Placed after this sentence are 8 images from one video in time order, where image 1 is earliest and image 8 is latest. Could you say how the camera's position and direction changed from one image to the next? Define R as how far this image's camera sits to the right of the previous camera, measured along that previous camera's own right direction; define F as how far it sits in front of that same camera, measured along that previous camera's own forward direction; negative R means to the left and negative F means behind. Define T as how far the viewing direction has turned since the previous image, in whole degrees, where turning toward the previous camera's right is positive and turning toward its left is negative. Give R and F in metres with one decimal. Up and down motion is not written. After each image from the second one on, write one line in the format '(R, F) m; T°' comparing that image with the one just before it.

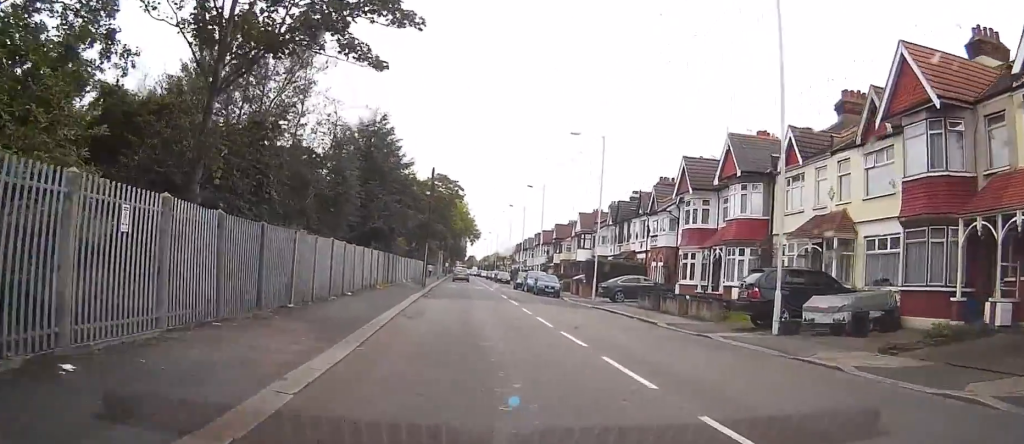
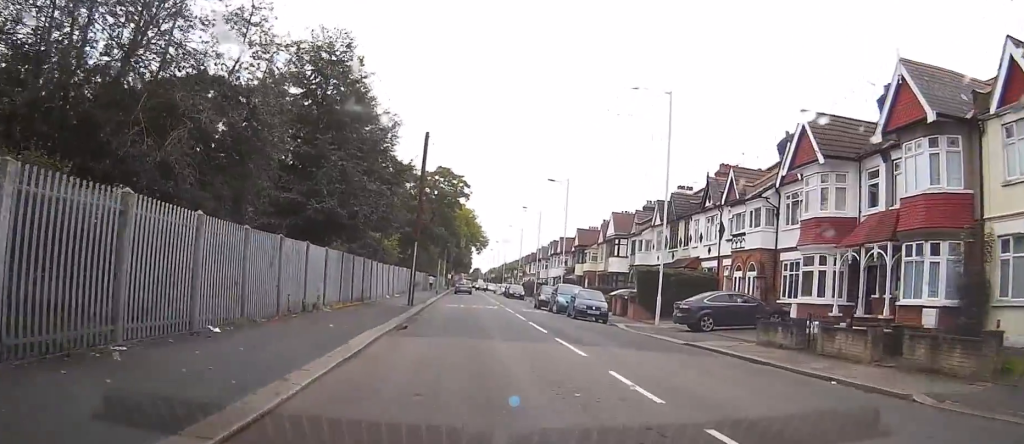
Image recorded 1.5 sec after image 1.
(-0.2, +15.6) m; -1°
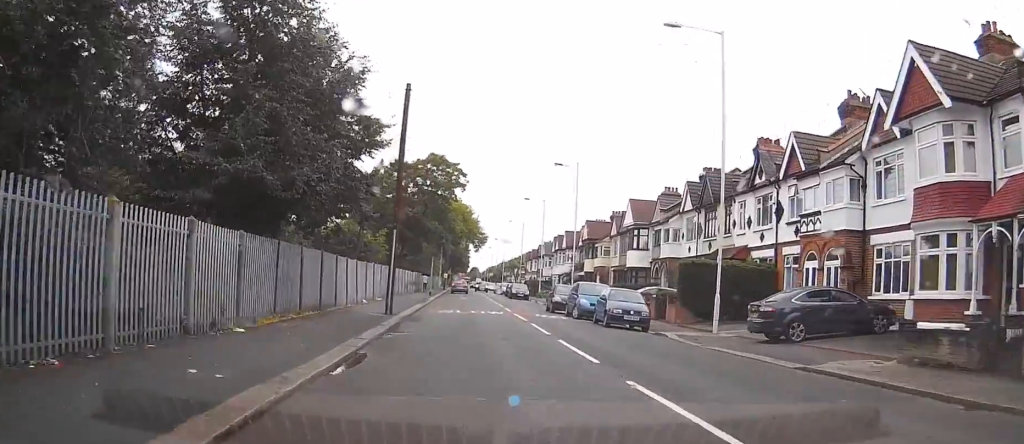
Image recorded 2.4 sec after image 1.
(0.0, +8.5) m; 0°
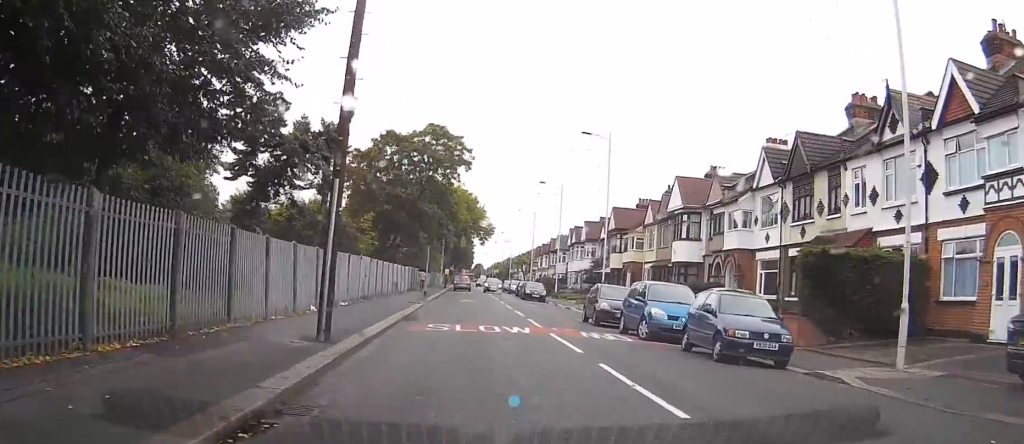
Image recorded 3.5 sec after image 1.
(0.0, +11.5) m; 0°
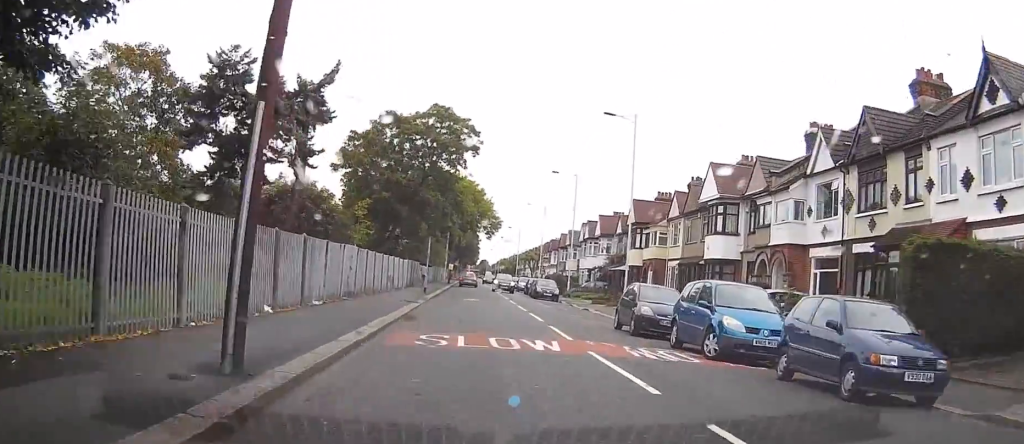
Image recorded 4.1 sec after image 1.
(0.0, +5.2) m; 0°
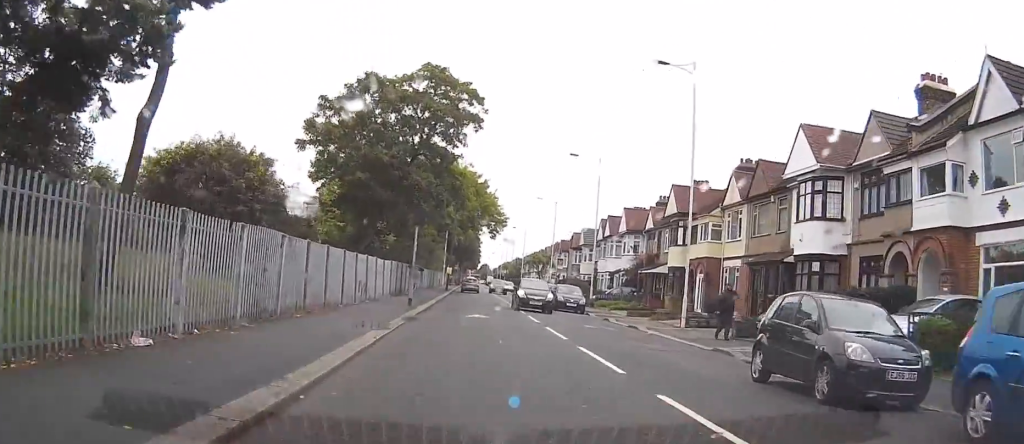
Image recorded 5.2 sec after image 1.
(0.0, +11.2) m; 0°
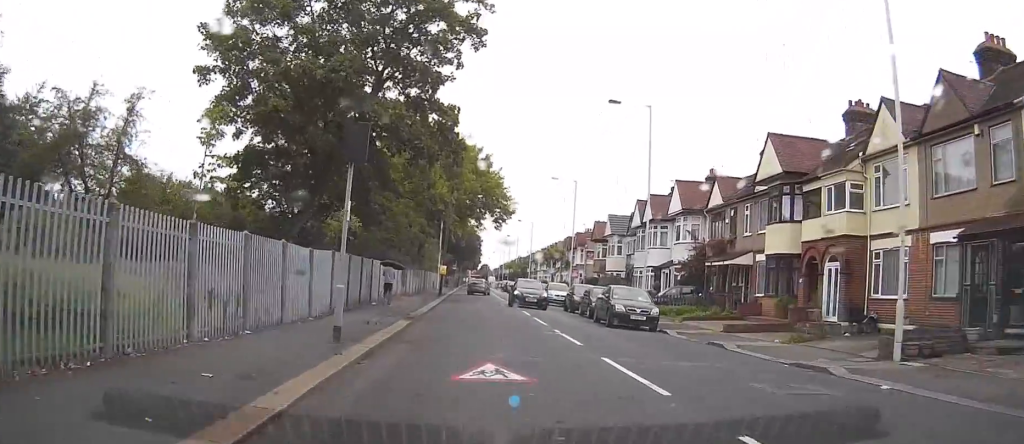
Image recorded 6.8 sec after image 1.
(+0.1, +15.9) m; +1°
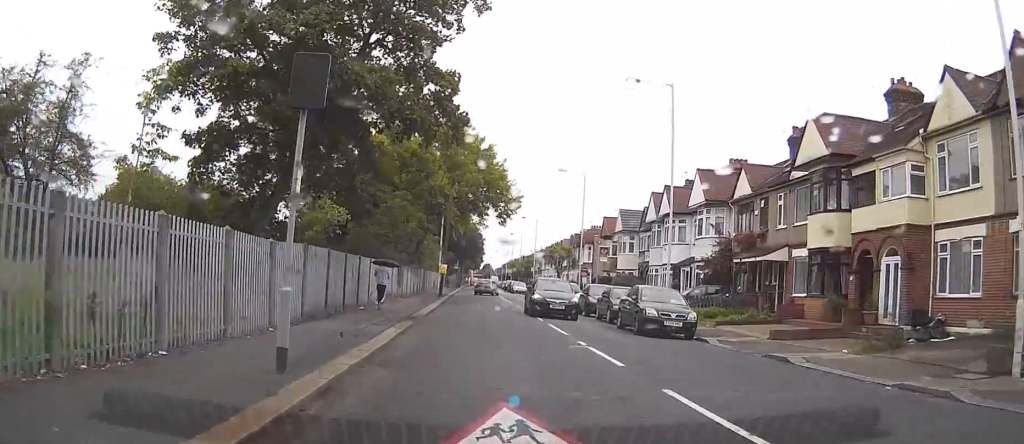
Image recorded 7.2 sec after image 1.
(0.0, +4.0) m; 0°
